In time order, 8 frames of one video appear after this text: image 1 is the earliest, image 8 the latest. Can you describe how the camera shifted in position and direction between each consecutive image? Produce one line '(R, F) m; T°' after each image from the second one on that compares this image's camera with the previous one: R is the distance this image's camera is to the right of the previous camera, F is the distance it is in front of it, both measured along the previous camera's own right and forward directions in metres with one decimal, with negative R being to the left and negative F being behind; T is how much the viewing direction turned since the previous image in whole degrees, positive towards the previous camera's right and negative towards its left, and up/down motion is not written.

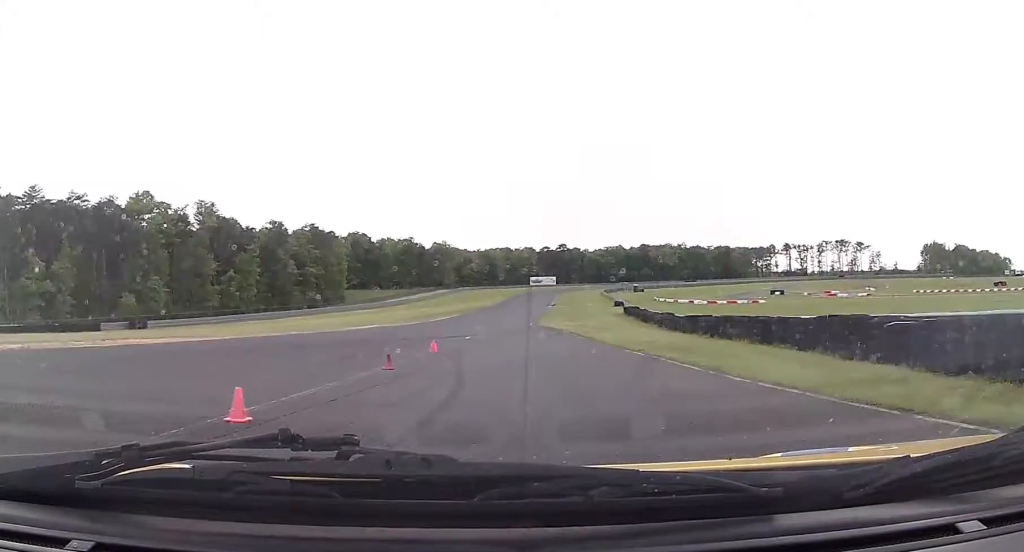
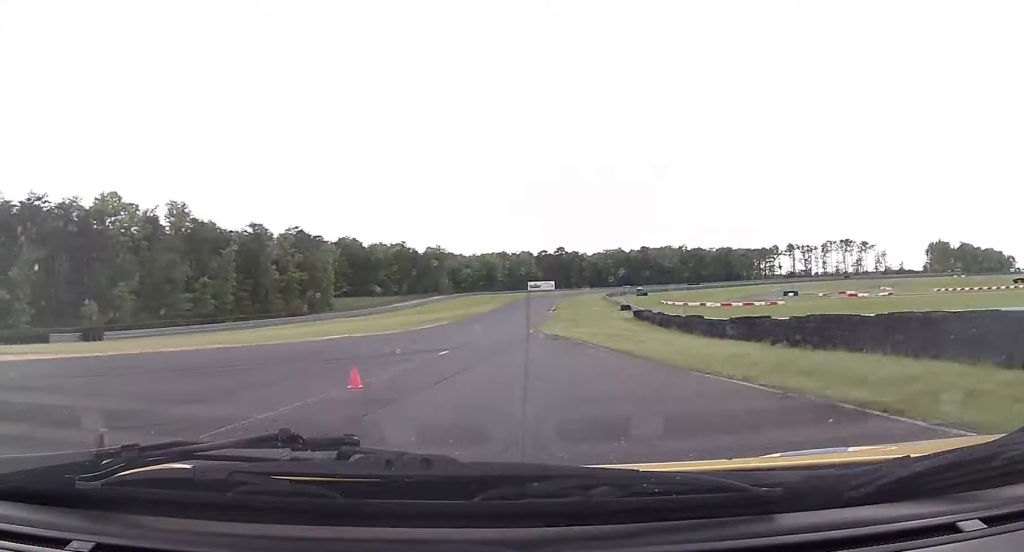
(+0.3, +9.1) m; +2°
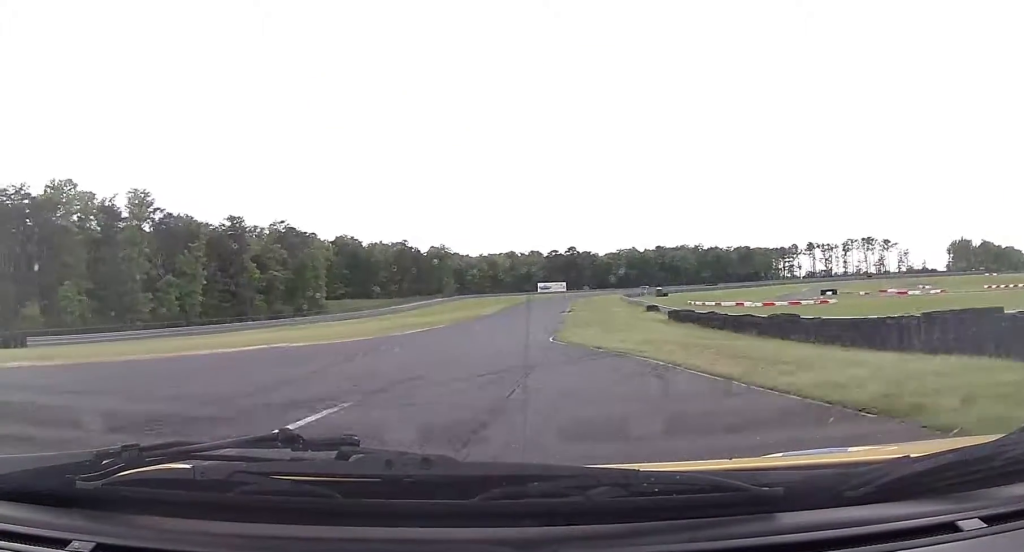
(+0.2, +14.5) m; 0°
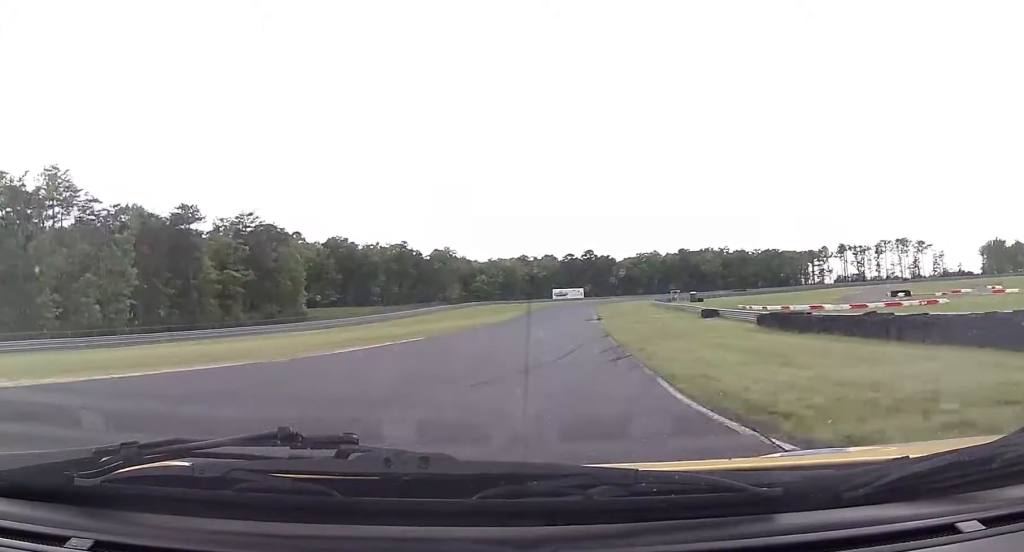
(-0.2, +22.2) m; -1°
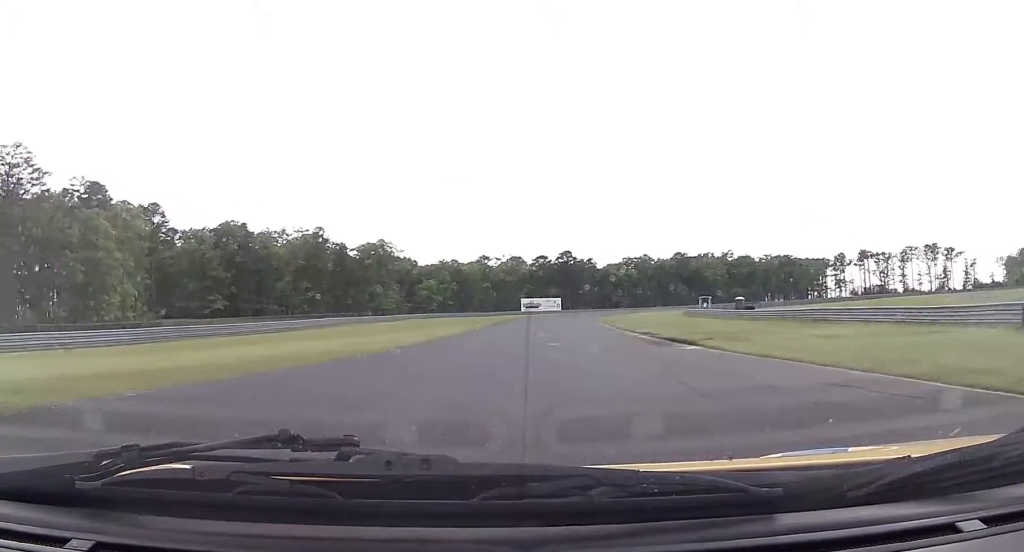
(+0.7, +52.2) m; +2°
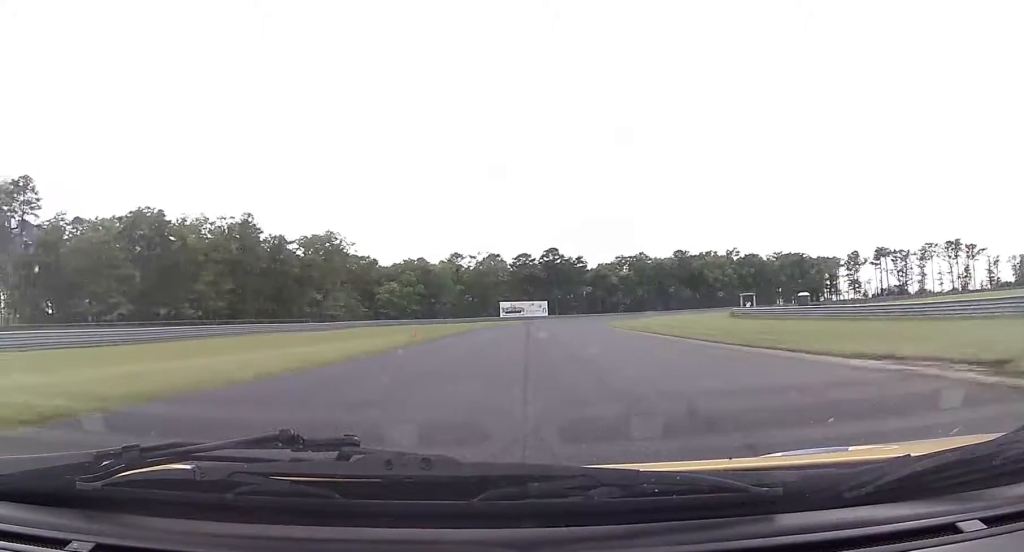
(0.0, +29.0) m; +1°
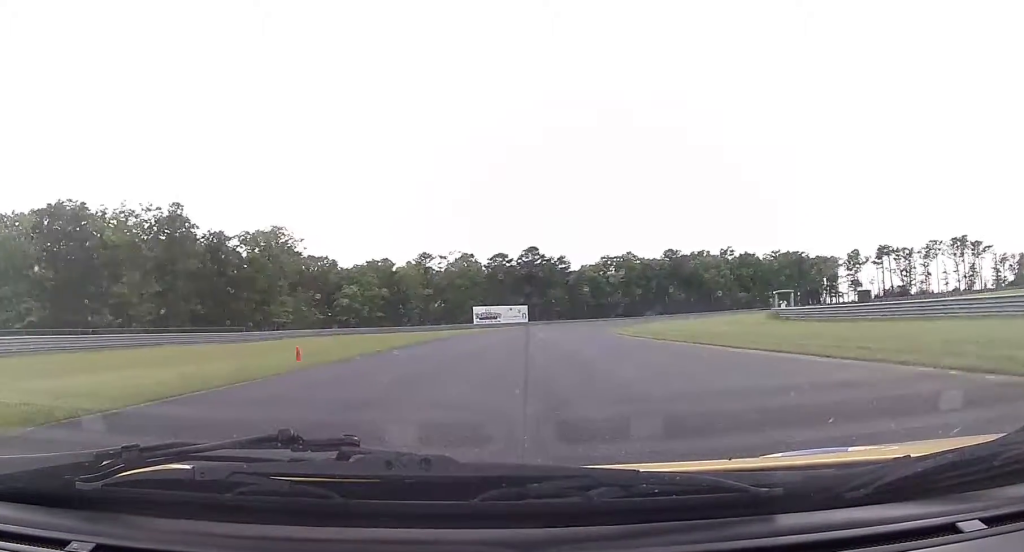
(0.0, +18.3) m; +1°
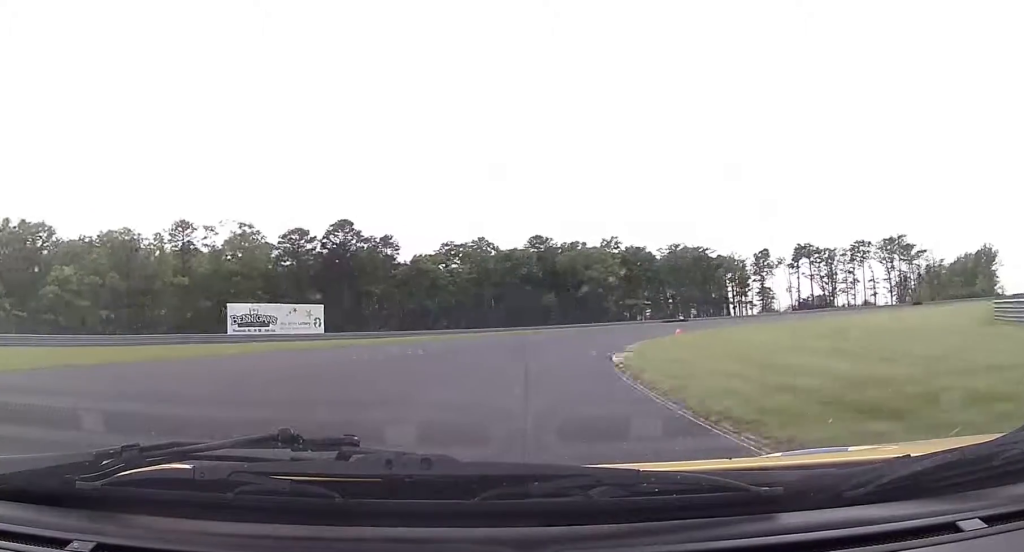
(+3.6, +55.3) m; +10°
